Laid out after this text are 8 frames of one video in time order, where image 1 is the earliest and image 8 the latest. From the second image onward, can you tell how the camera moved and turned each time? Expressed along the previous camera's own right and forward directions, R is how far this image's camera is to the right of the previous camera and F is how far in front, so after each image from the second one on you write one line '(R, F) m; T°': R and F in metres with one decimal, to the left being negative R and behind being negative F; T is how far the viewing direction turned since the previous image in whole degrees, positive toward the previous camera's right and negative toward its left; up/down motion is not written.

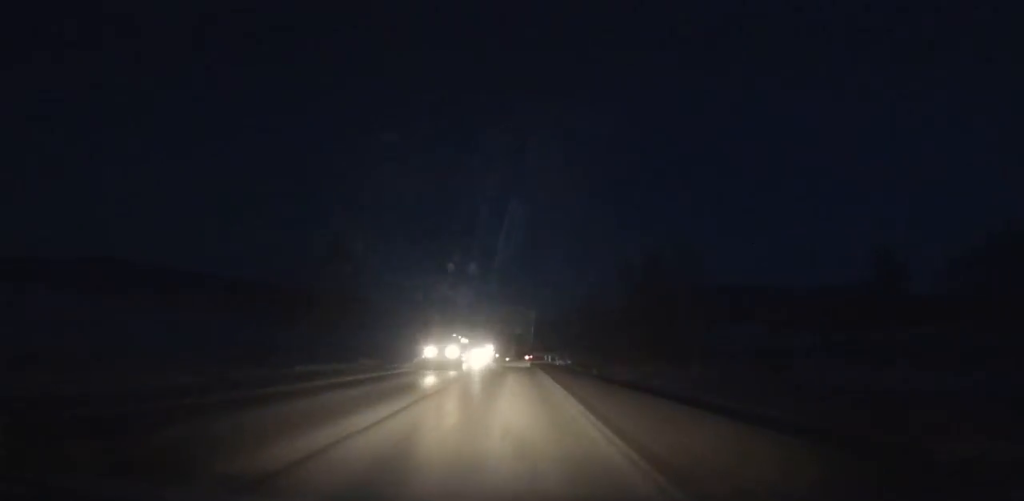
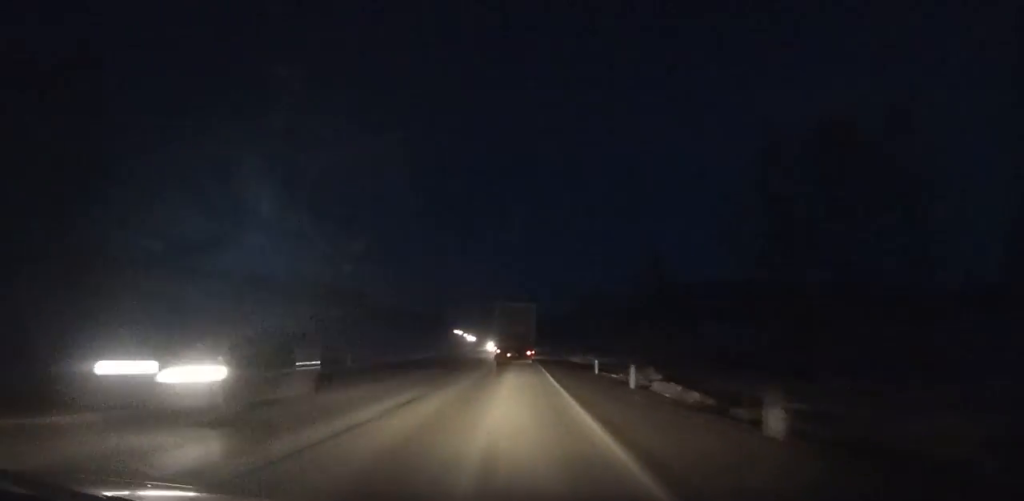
(-0.2, +38.9) m; -1°
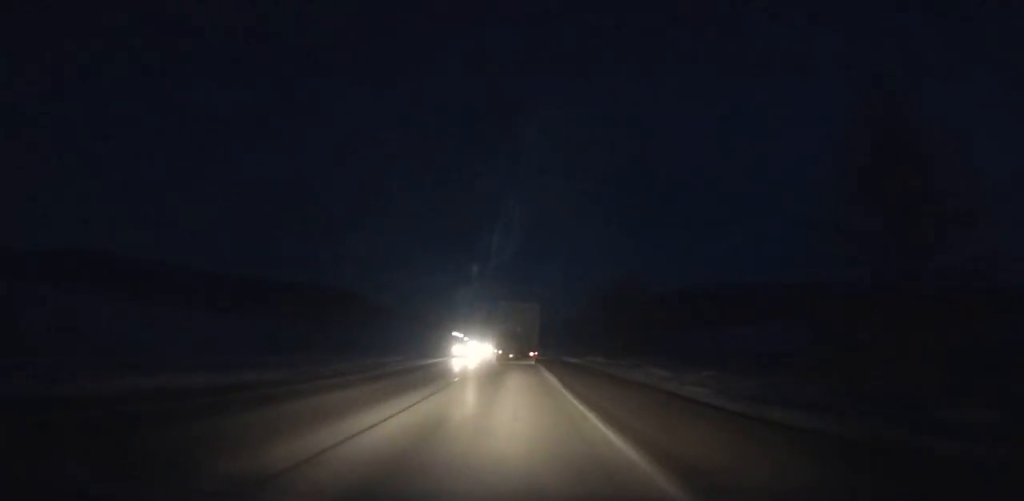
(-0.1, +32.4) m; -1°
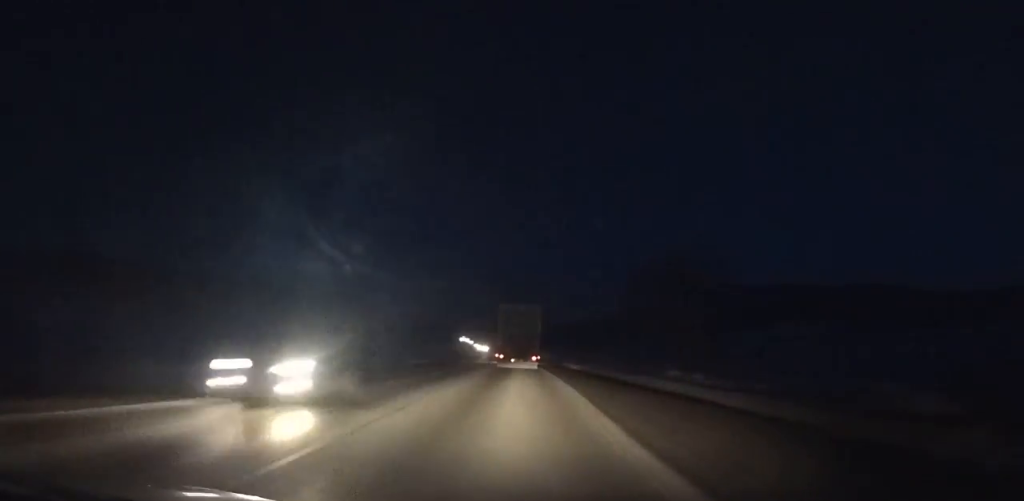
(-0.3, +36.6) m; 0°
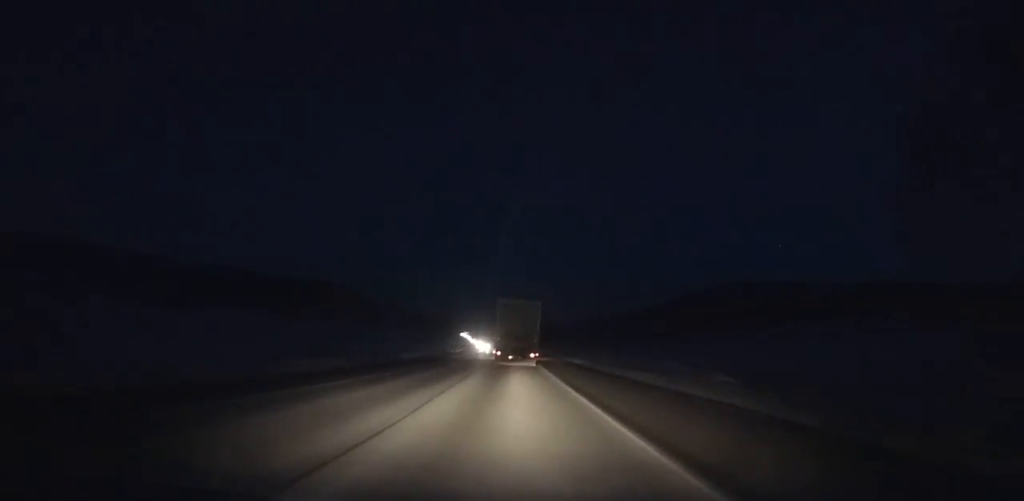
(-0.5, +76.7) m; -1°
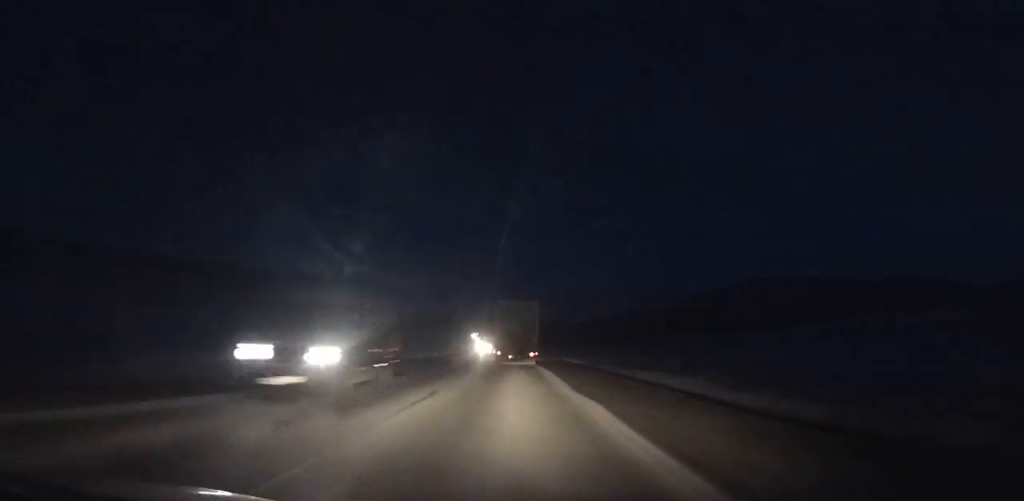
(-0.7, +61.3) m; -1°
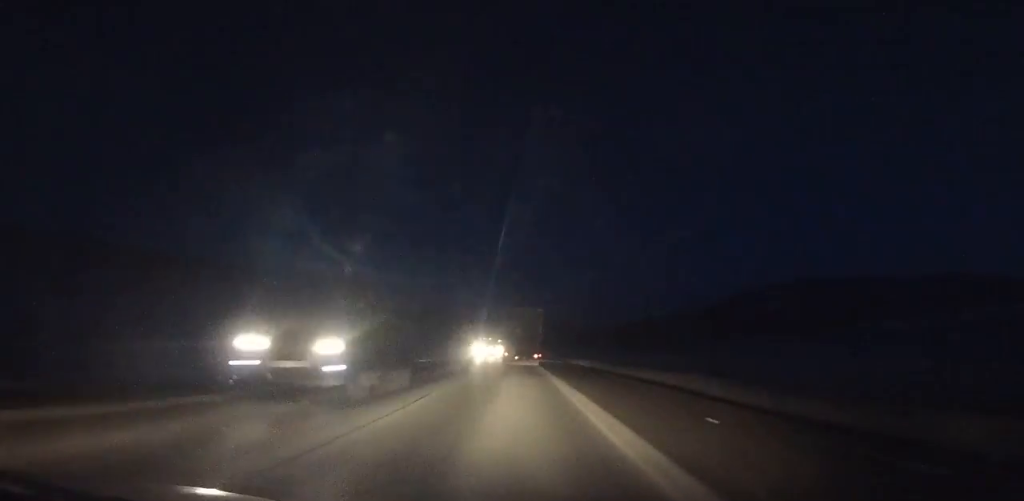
(-1.9, +111.5) m; -2°
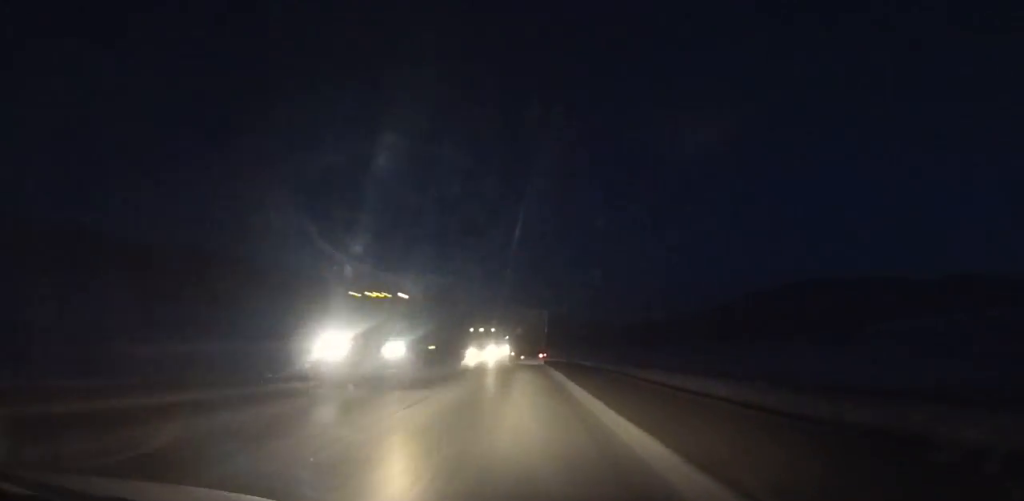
(-0.3, +36.1) m; 0°
